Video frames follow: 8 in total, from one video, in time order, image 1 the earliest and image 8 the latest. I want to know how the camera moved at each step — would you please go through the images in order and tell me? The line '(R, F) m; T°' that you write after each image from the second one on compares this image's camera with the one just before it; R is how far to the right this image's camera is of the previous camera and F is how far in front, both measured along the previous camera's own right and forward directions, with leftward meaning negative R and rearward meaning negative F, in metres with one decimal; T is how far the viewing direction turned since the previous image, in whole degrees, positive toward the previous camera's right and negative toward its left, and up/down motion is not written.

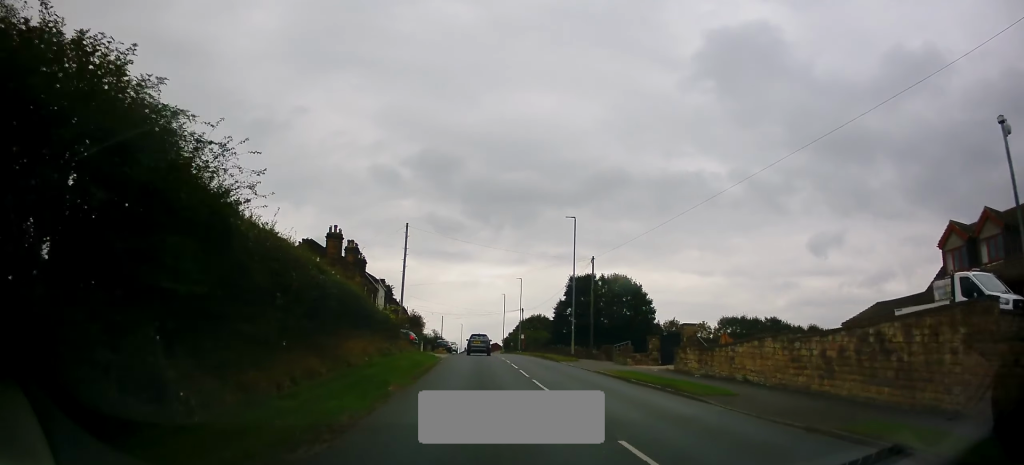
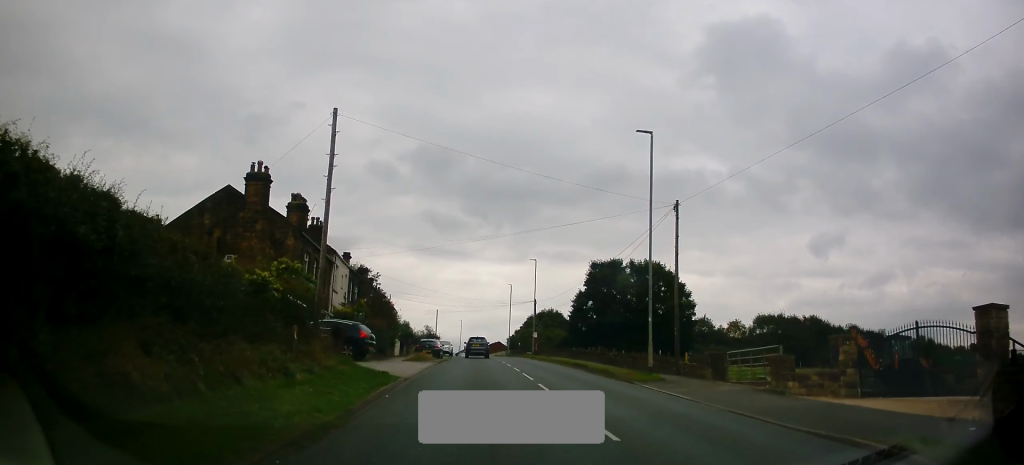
(-0.1, +19.0) m; 0°
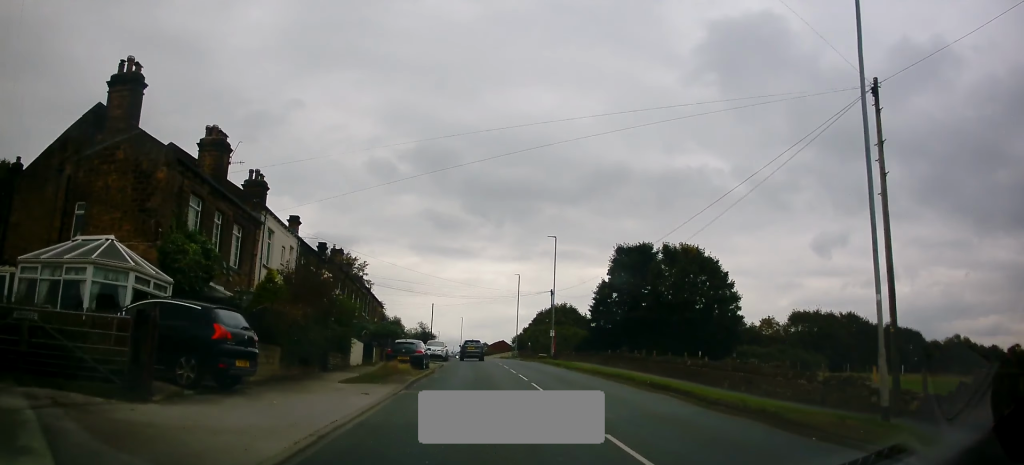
(0.0, +14.5) m; 0°
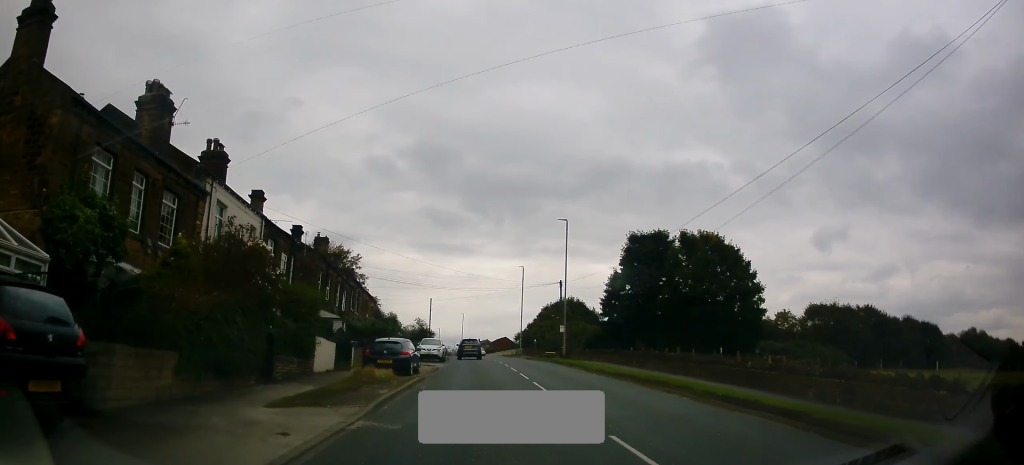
(0.0, +5.9) m; 0°
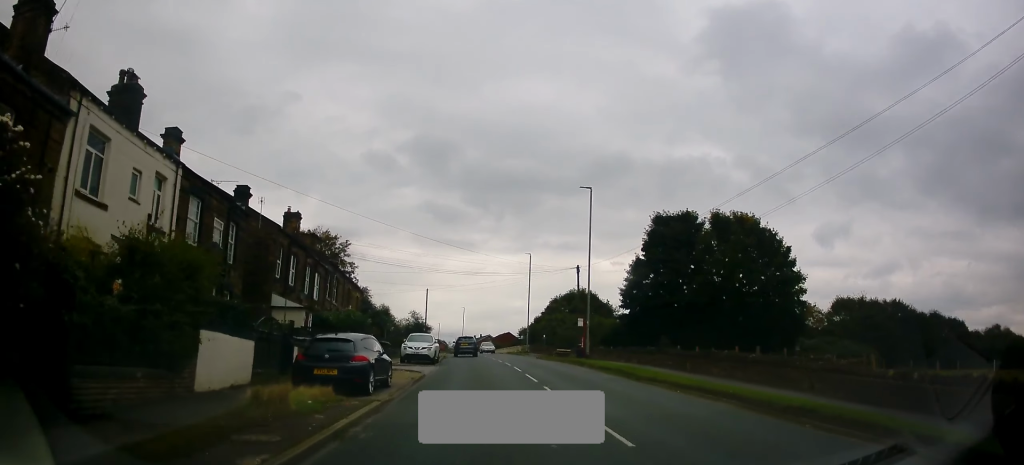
(0.0, +8.4) m; 0°
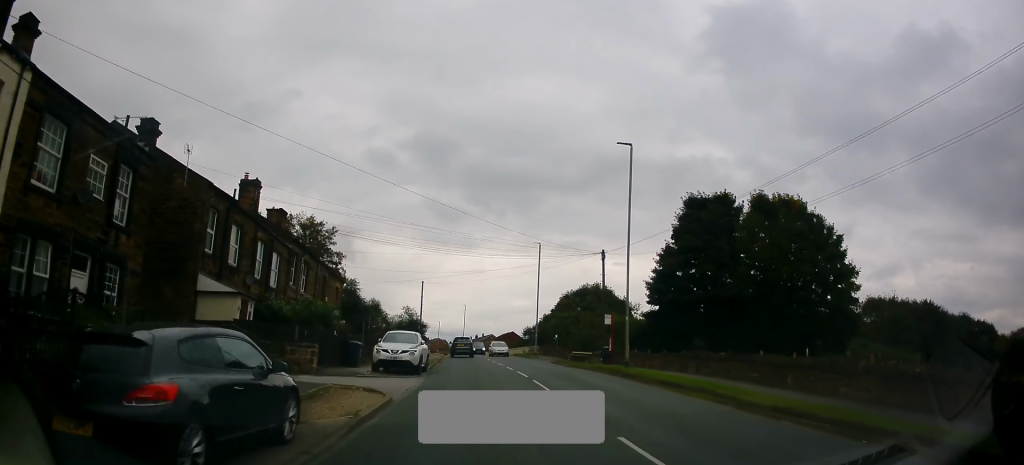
(0.0, +8.6) m; 0°
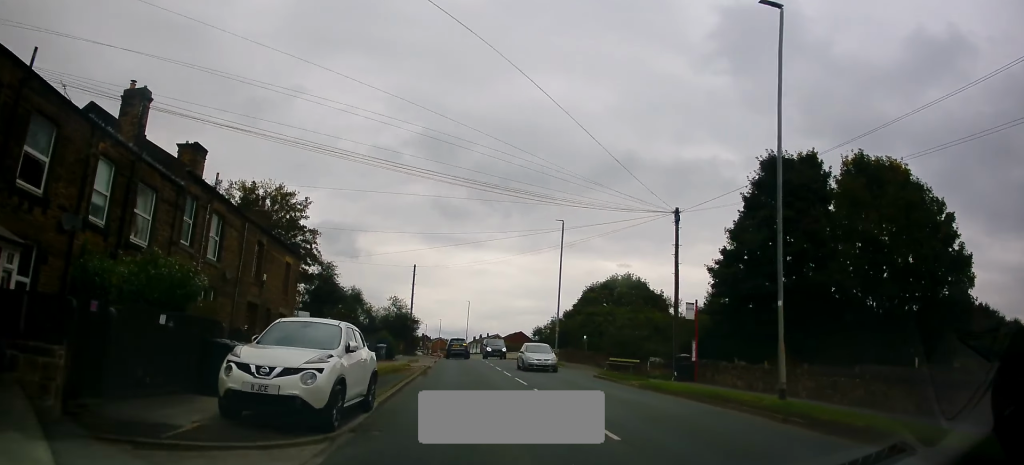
(0.0, +13.3) m; 0°
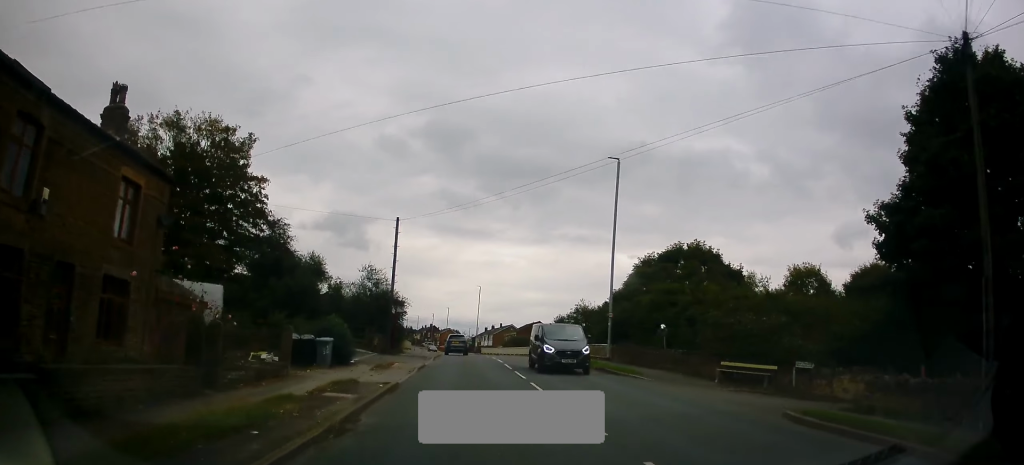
(0.0, +16.3) m; 0°
